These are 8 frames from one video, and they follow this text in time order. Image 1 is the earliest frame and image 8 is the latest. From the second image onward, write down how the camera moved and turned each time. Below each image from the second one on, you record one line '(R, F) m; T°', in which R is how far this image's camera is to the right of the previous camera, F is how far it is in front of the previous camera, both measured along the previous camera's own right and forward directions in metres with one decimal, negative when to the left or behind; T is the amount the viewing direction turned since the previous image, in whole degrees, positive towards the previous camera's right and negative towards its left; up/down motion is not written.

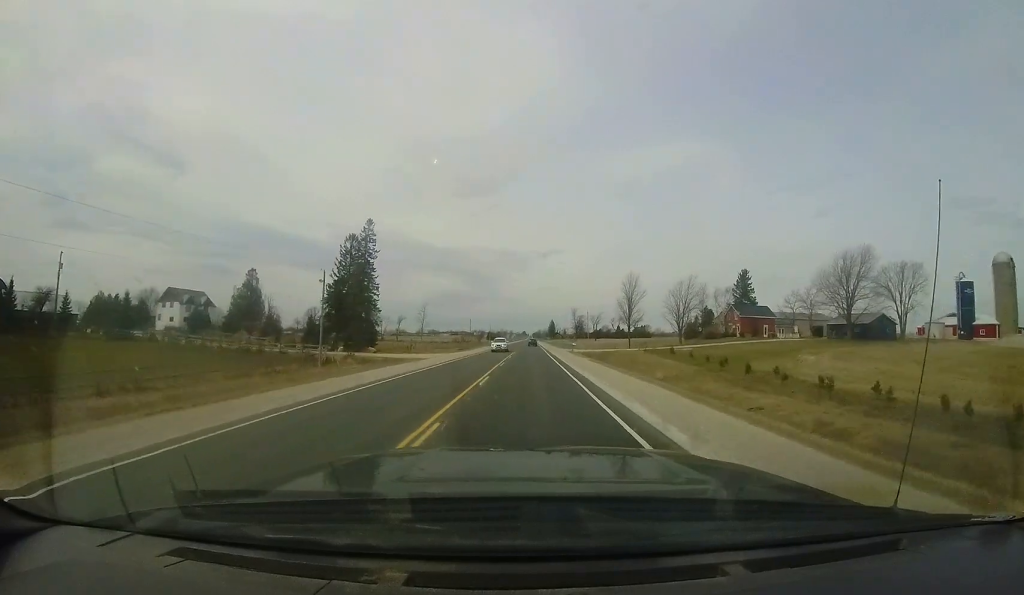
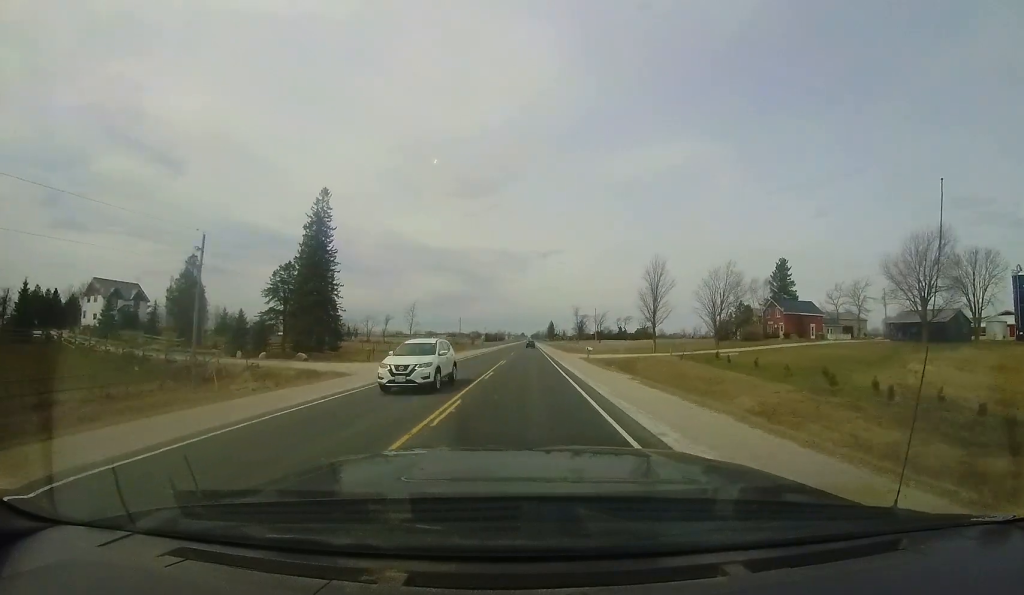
(-0.1, +14.8) m; 0°
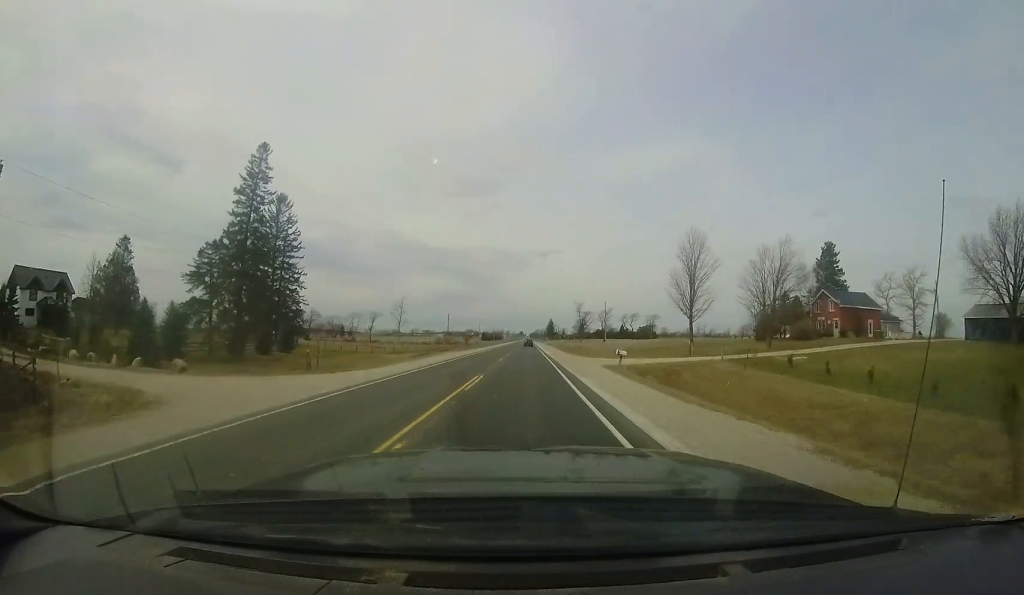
(0.0, +13.1) m; 0°
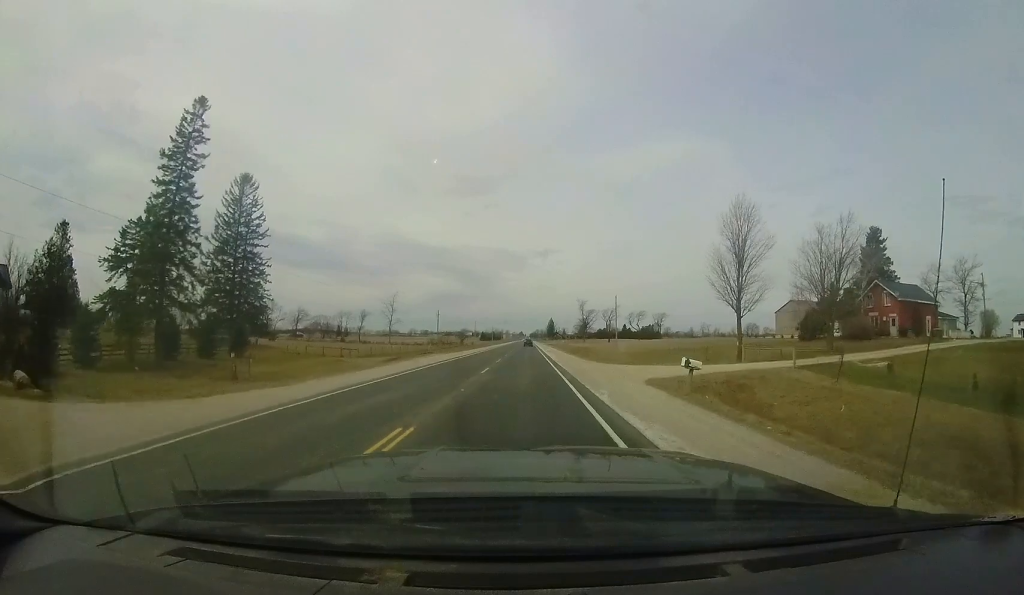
(0.0, +9.8) m; 0°
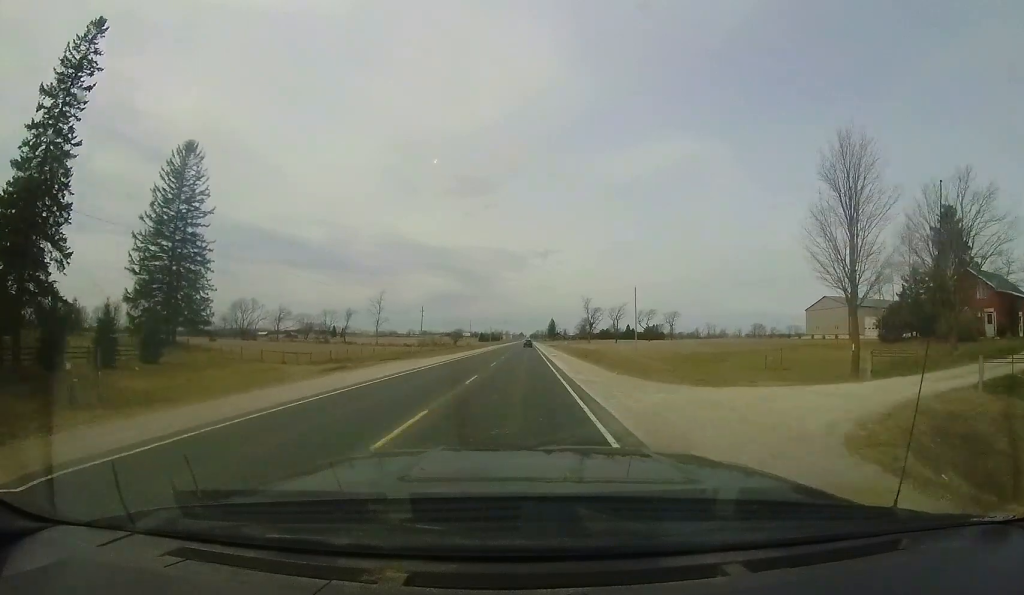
(+0.1, +12.2) m; 0°
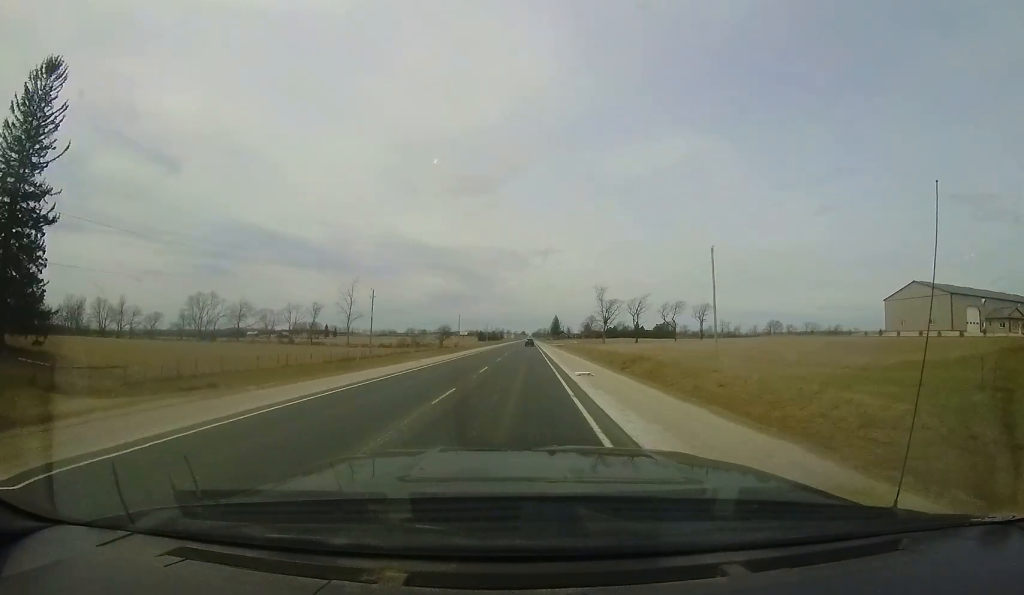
(-0.2, +22.9) m; +1°
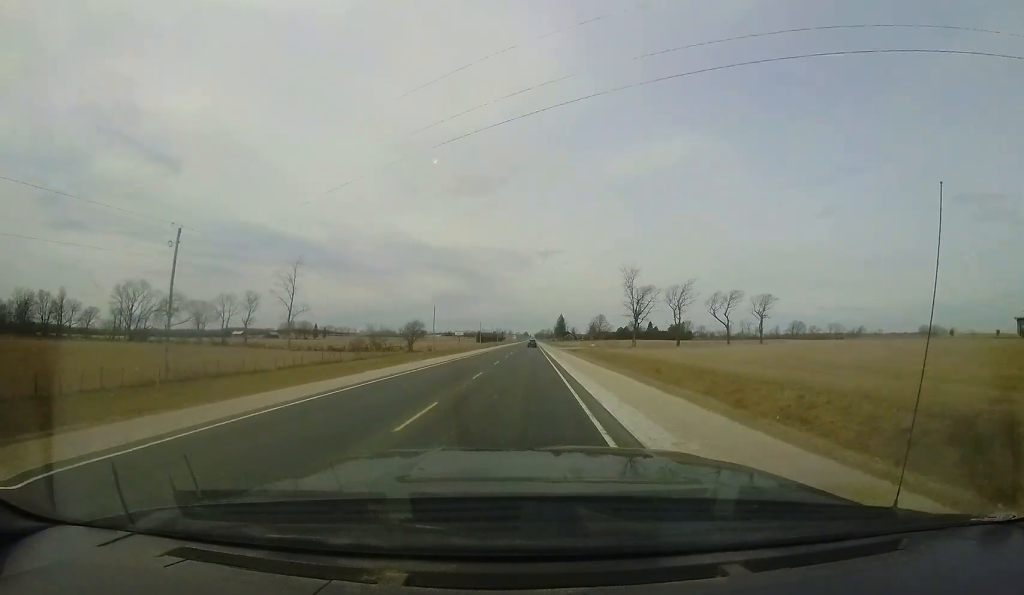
(+0.6, +29.4) m; 0°
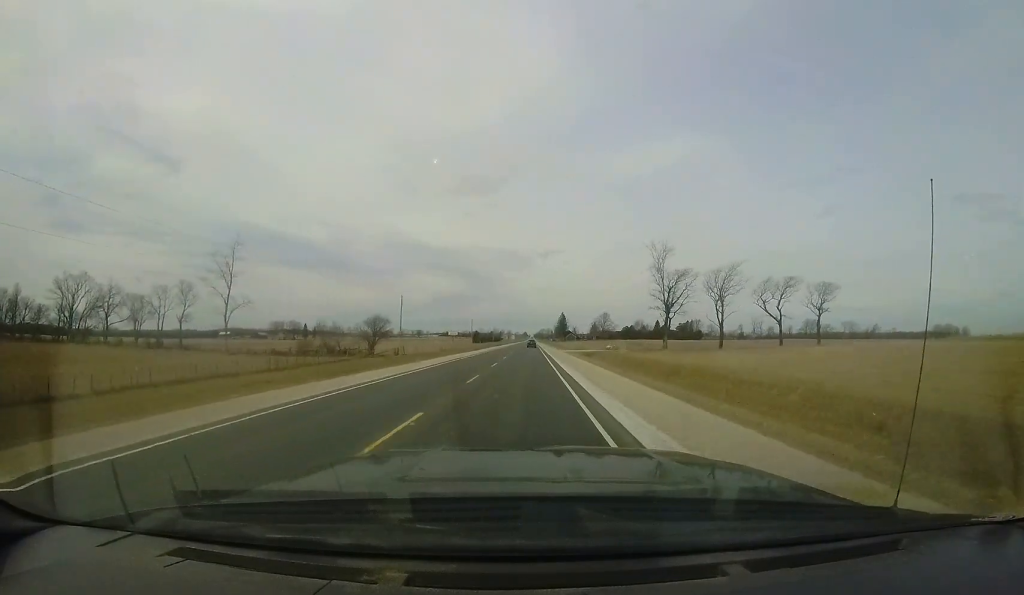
(-0.5, +18.8) m; -1°
